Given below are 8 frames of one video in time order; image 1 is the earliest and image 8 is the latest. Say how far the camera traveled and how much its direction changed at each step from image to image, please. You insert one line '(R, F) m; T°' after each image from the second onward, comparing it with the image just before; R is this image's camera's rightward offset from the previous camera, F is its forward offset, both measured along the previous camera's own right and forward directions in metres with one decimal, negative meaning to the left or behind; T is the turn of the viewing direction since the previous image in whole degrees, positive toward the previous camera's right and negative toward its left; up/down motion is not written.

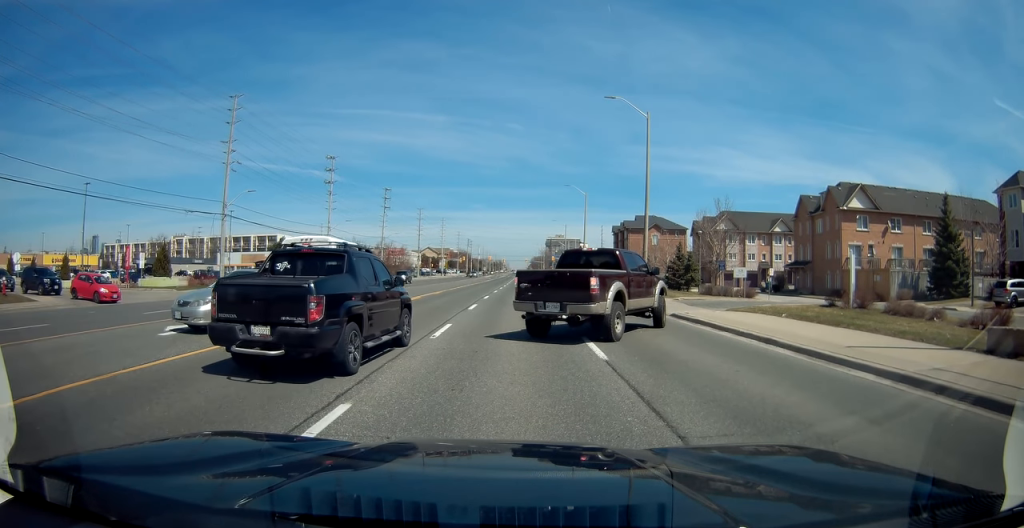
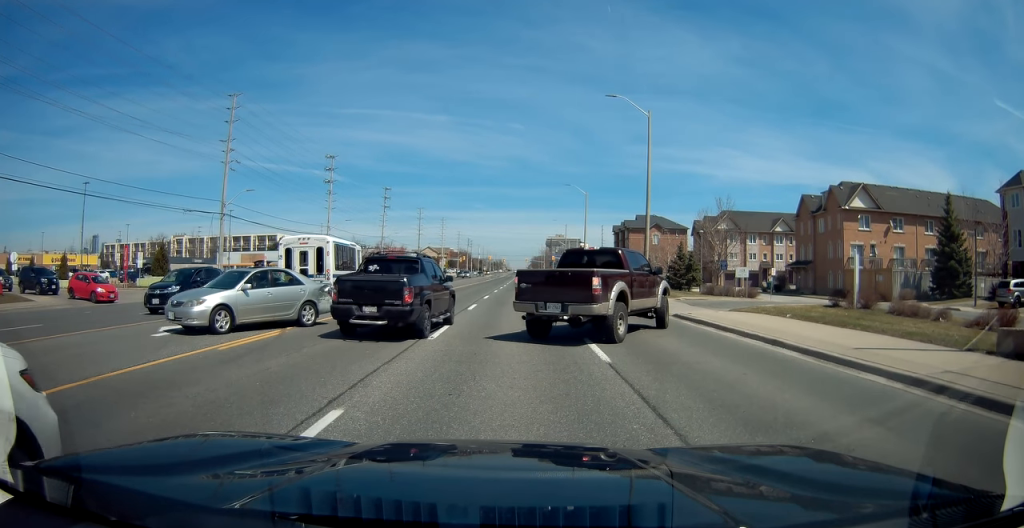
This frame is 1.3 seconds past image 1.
(0.0, 0.0) m; 0°
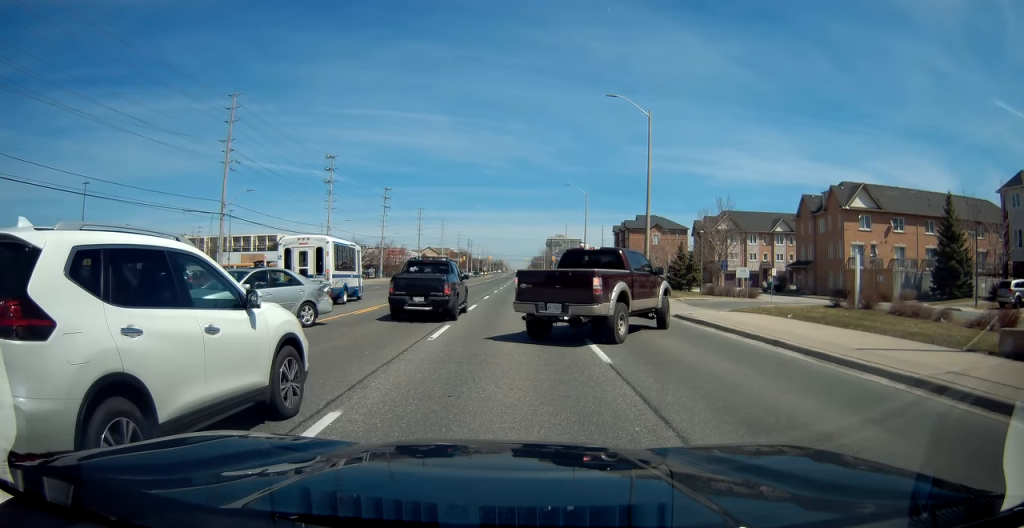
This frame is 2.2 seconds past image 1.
(0.0, 0.0) m; 0°
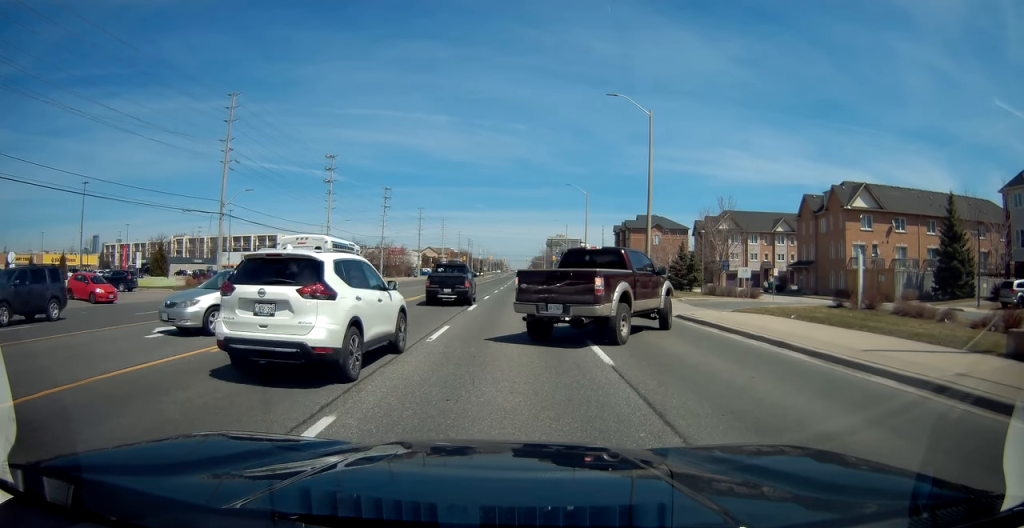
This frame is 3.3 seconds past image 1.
(0.0, 0.0) m; 0°
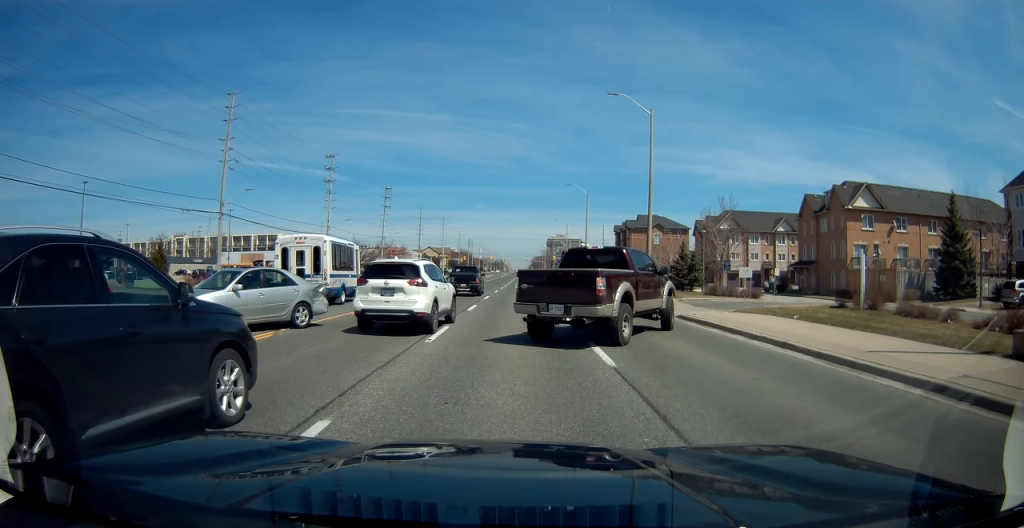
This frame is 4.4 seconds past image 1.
(0.0, 0.0) m; 0°
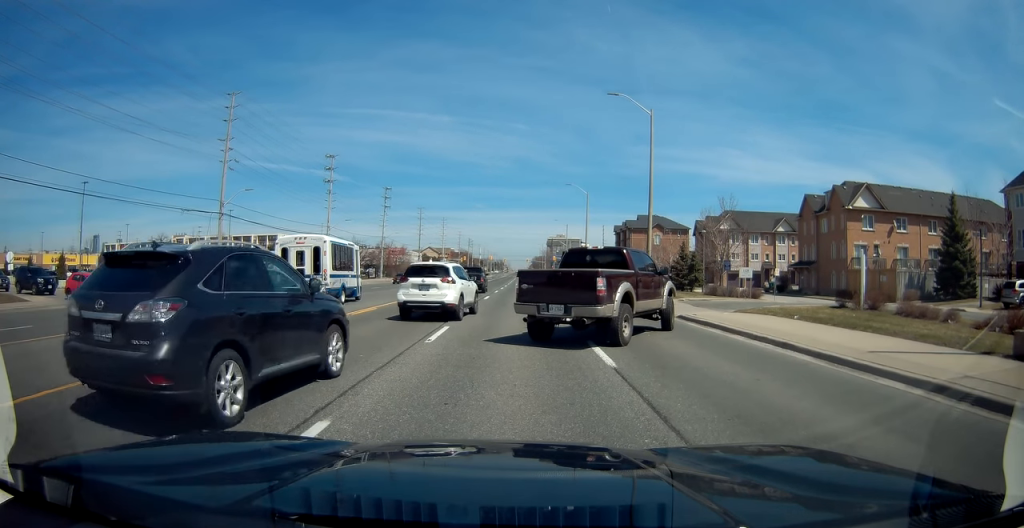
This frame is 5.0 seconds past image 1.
(0.0, 0.0) m; 0°
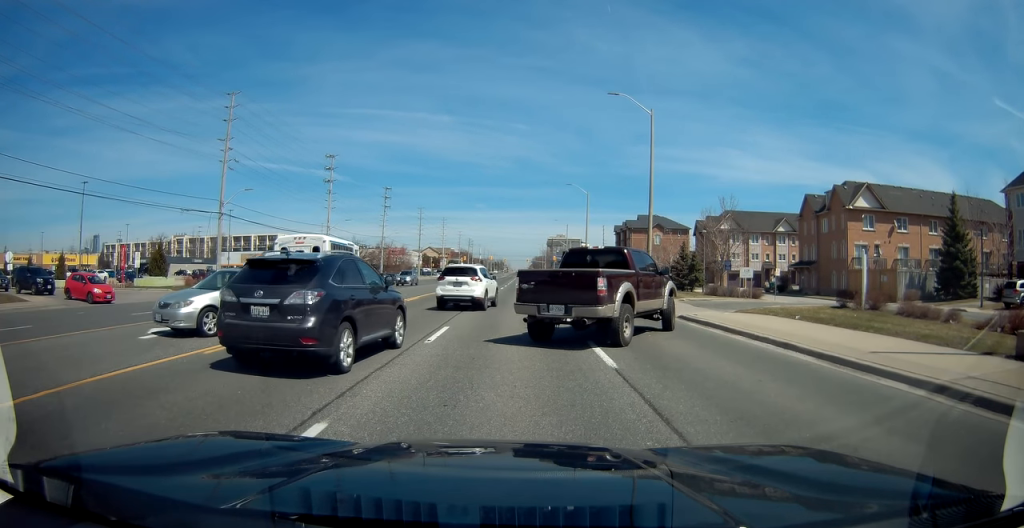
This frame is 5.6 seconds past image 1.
(0.0, 0.0) m; 0°
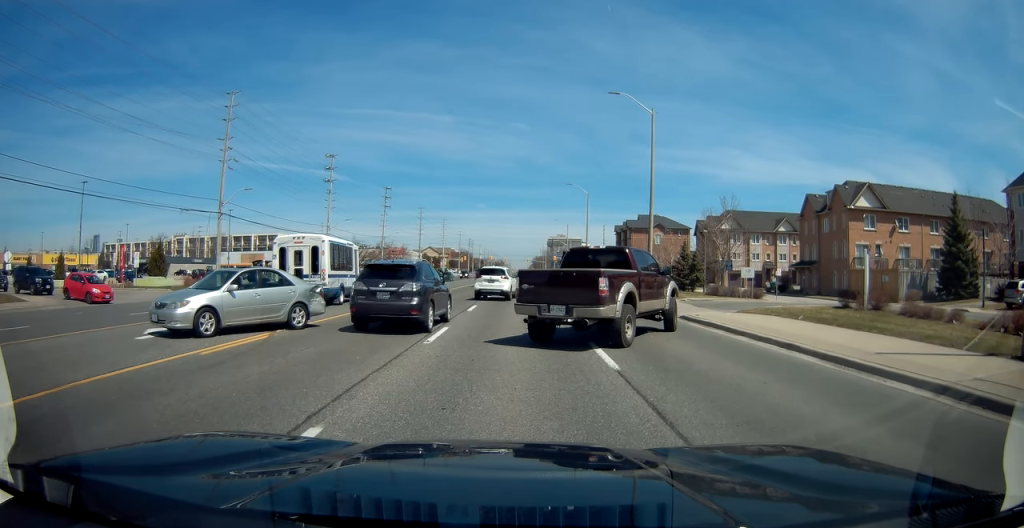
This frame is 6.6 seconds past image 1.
(0.0, 0.0) m; 0°
